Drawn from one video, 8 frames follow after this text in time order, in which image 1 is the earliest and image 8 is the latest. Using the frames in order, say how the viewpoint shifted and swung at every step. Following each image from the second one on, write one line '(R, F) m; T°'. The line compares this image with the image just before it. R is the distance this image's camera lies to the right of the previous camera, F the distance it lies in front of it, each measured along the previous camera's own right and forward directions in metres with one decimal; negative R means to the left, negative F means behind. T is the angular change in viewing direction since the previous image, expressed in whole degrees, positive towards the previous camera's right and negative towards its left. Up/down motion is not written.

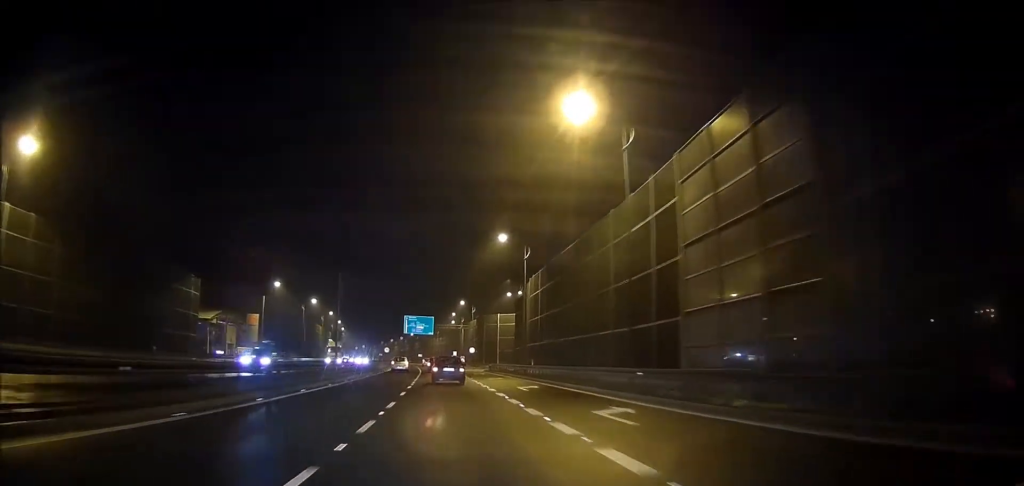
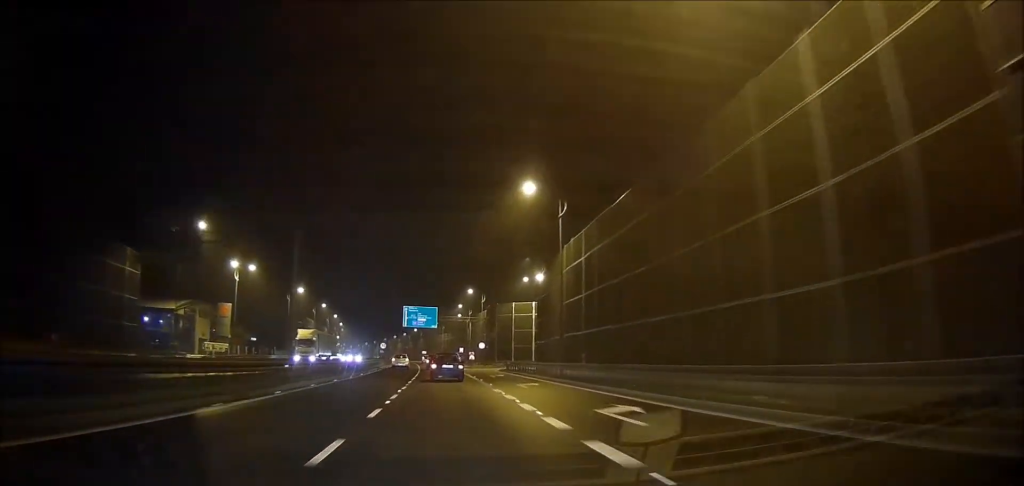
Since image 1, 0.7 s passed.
(0.0, +15.7) m; 0°
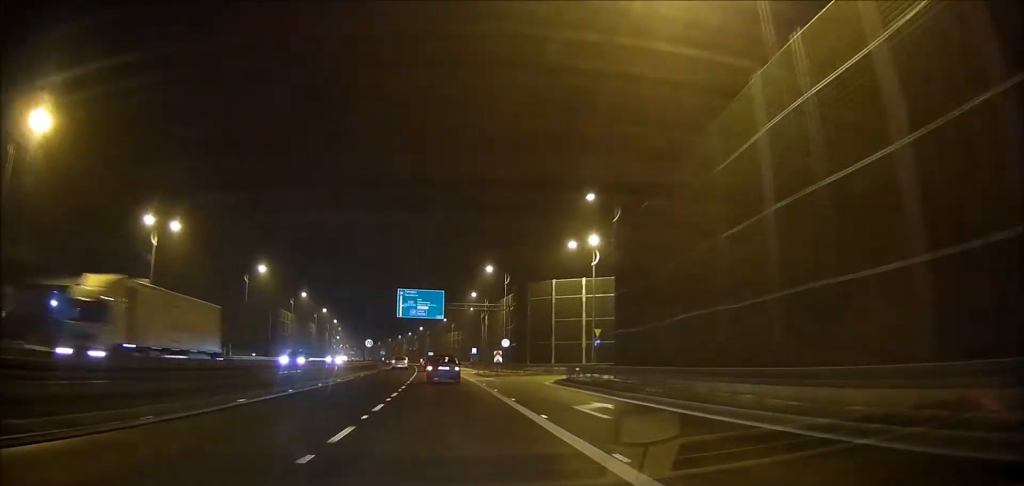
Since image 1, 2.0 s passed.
(-0.2, +27.9) m; -1°
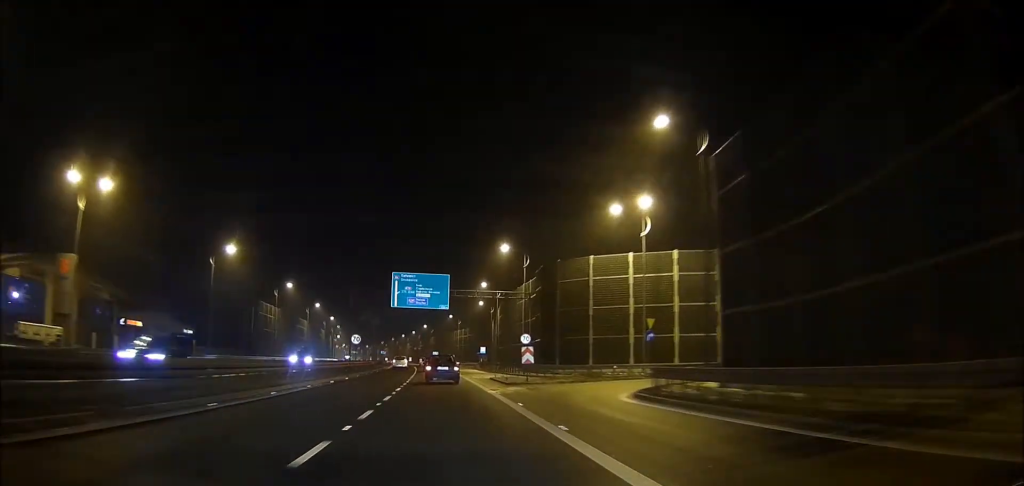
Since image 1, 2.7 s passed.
(-0.1, +14.3) m; 0°
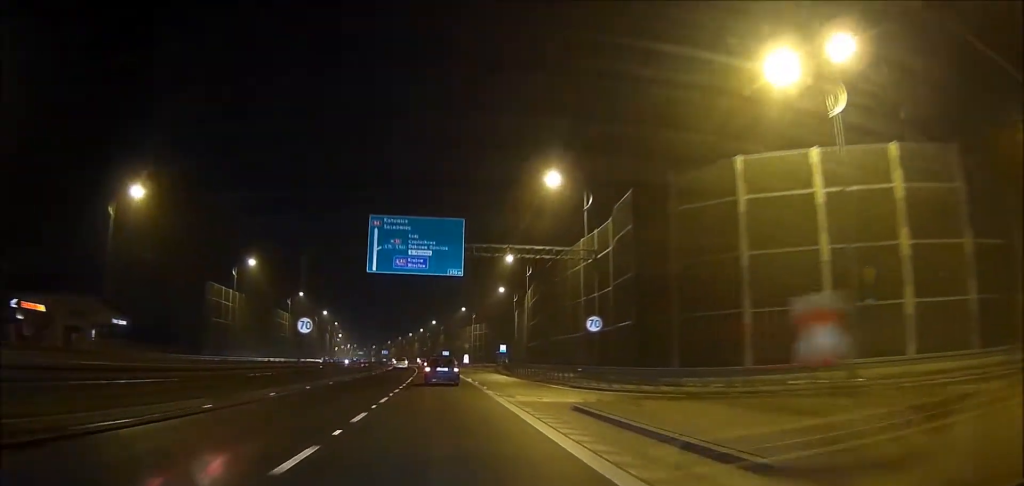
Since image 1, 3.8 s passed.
(0.0, +24.4) m; 0°
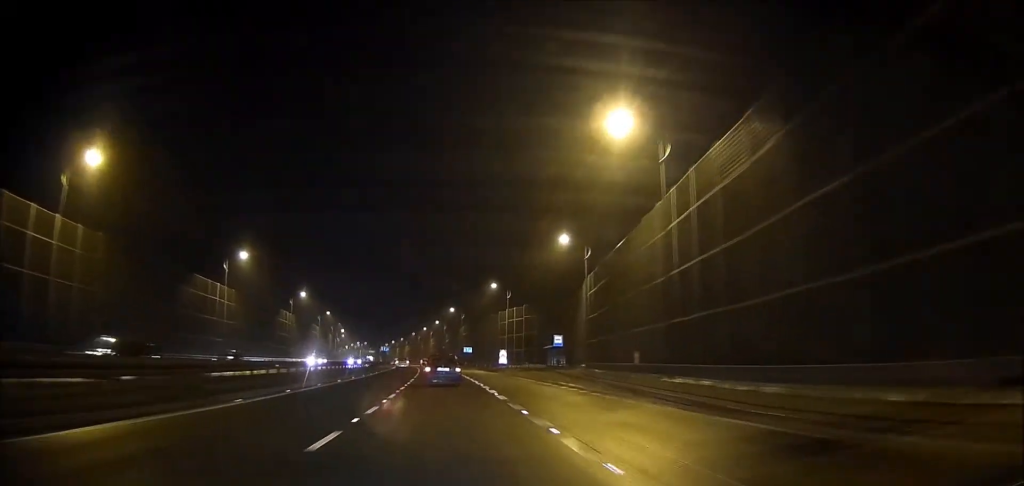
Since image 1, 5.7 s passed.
(-0.4, +40.5) m; -2°
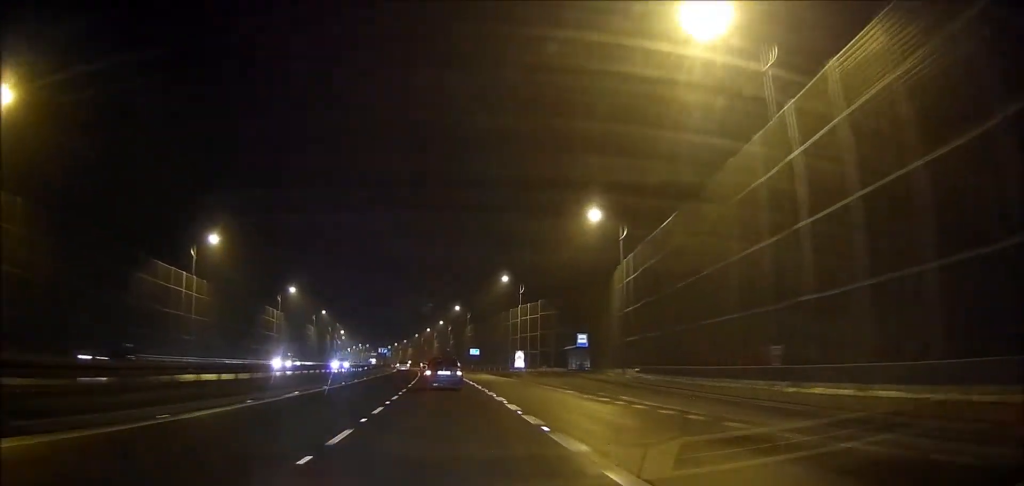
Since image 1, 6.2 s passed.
(0.0, +10.9) m; -1°
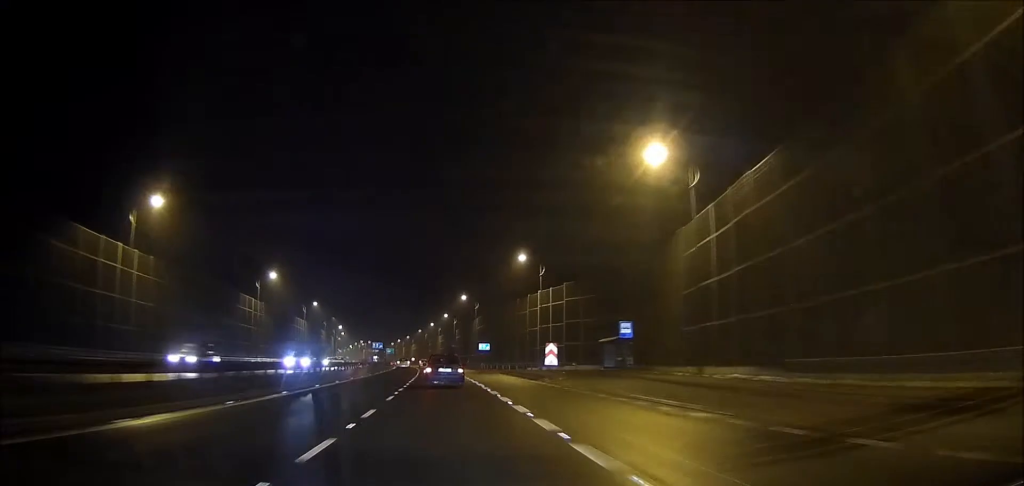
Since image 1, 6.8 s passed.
(-0.2, +13.9) m; -1°
